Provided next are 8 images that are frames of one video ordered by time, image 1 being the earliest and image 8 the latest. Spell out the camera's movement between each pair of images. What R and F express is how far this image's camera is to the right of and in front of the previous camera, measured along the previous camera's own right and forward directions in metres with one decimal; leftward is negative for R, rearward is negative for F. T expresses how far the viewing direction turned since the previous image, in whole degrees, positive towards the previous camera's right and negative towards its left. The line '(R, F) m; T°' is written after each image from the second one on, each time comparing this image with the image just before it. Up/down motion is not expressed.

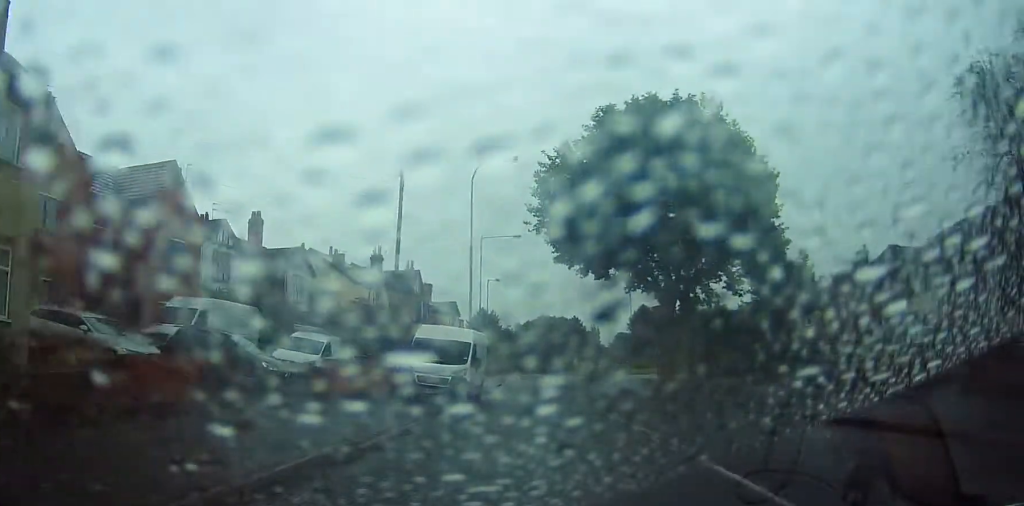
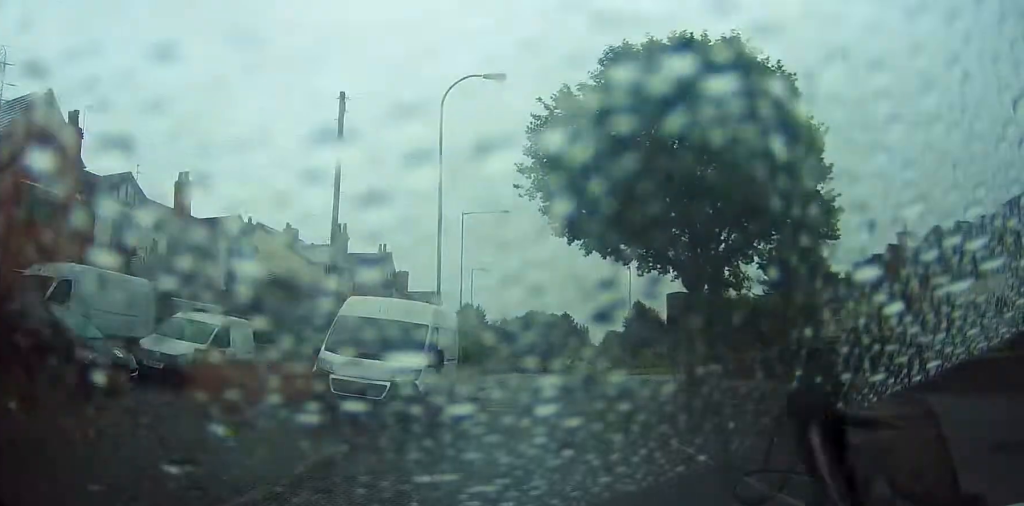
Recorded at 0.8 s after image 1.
(+0.2, +8.7) m; +1°
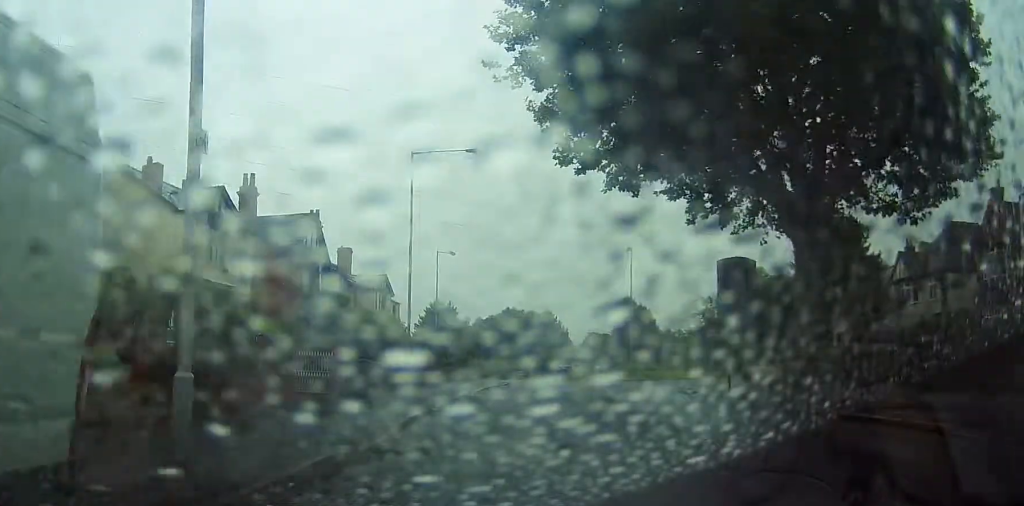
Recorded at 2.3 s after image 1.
(-0.3, +14.6) m; 0°
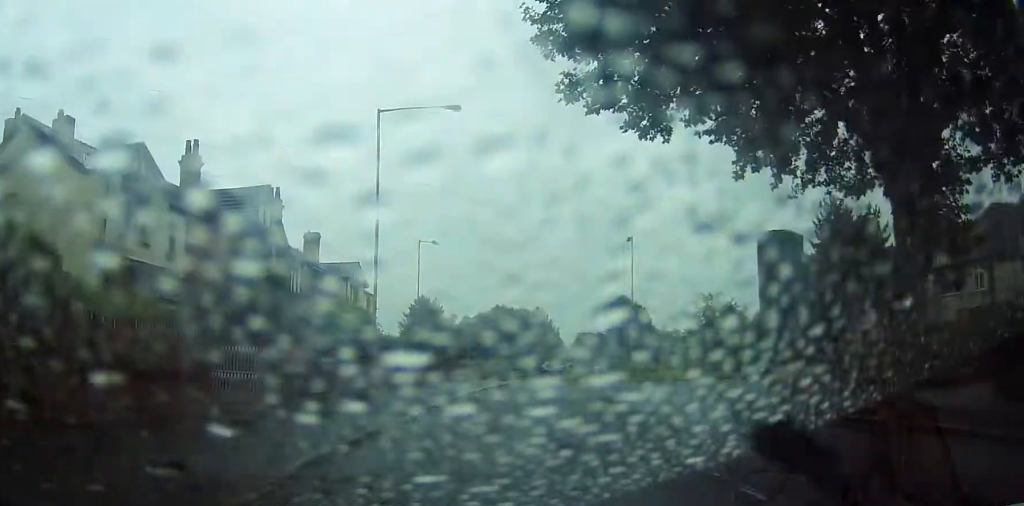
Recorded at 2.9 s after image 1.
(0.0, +5.8) m; +1°
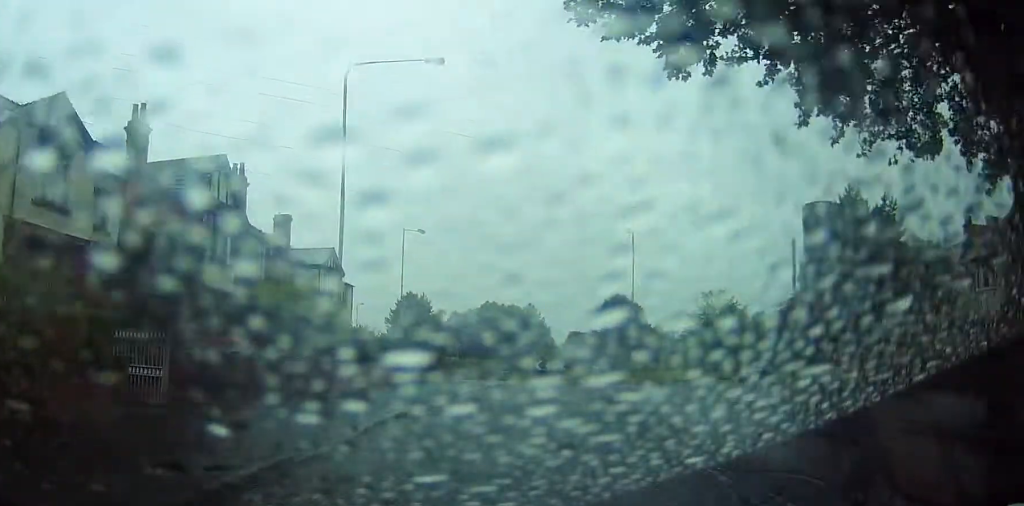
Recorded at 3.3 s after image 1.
(+0.2, +4.3) m; +1°
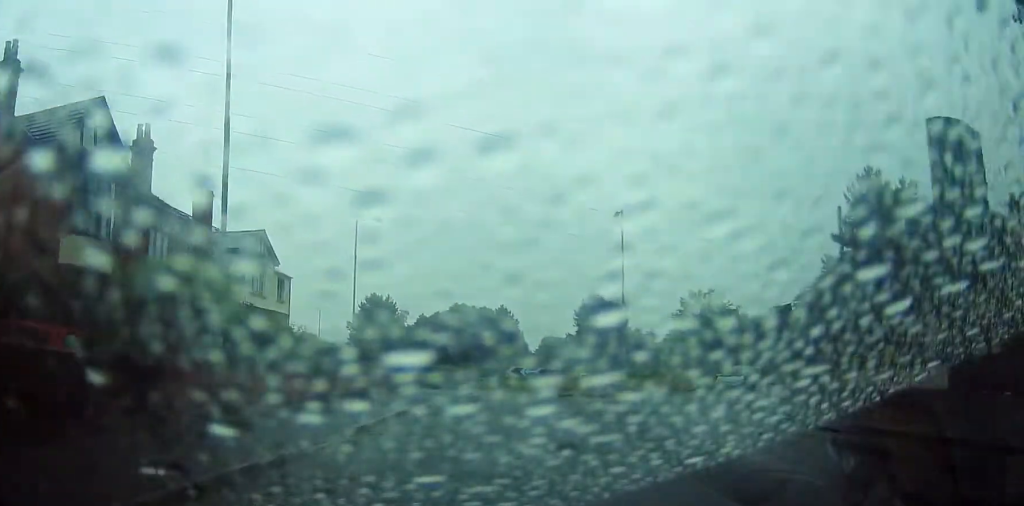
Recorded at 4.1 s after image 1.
(0.0, +7.5) m; 0°
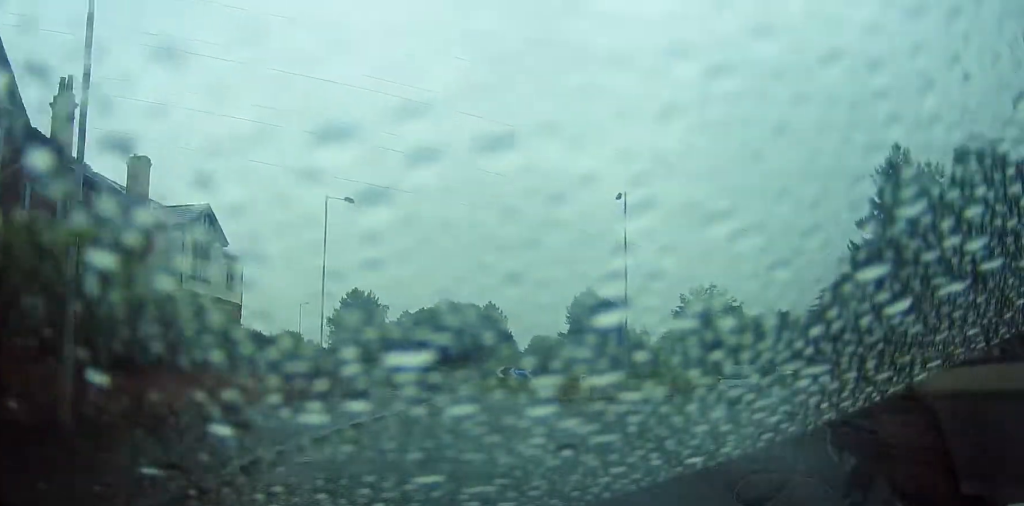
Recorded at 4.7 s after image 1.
(-0.1, +5.5) m; 0°
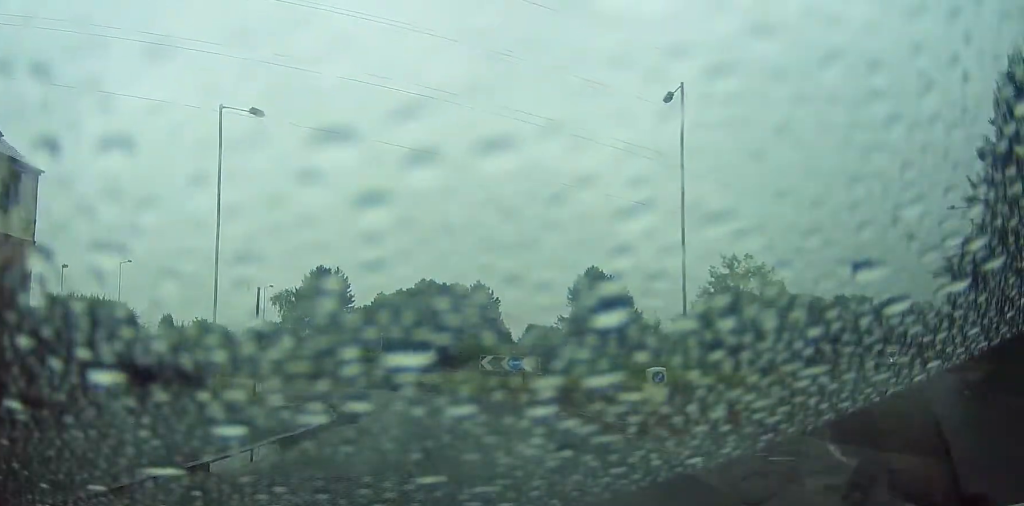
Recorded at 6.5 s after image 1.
(+0.6, +14.3) m; +1°
